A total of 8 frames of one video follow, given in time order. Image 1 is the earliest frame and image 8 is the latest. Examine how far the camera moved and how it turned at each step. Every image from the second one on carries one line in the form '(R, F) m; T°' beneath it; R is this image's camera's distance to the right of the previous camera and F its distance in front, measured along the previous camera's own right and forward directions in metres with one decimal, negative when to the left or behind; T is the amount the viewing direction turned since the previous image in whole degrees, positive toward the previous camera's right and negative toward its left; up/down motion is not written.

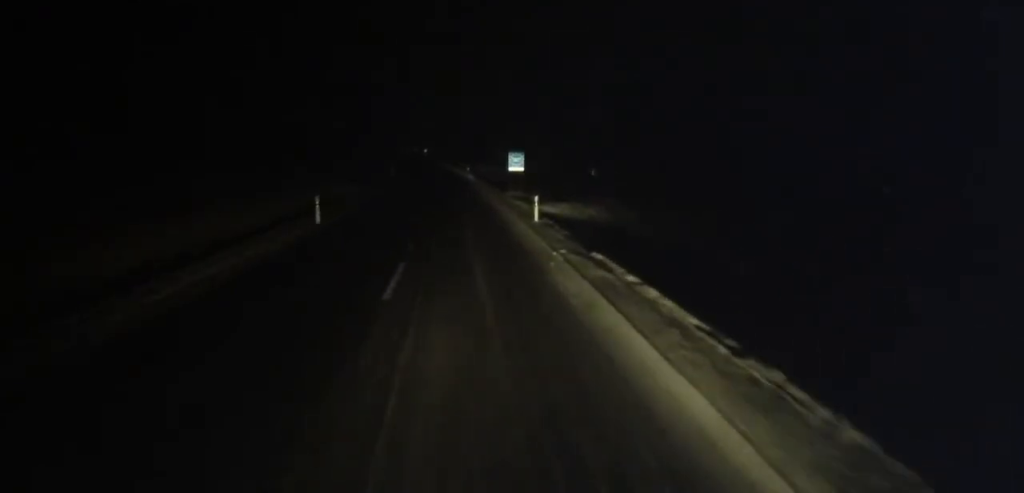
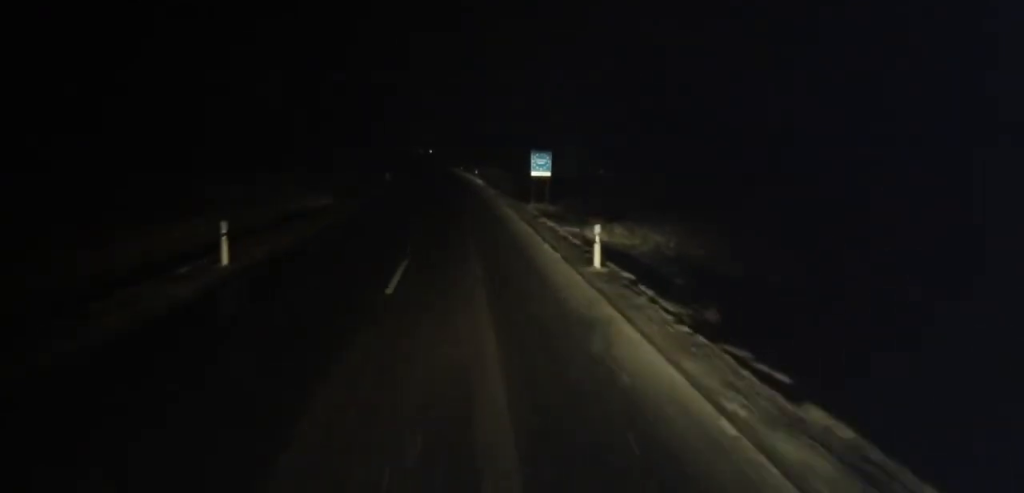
(-0.1, +11.6) m; -1°
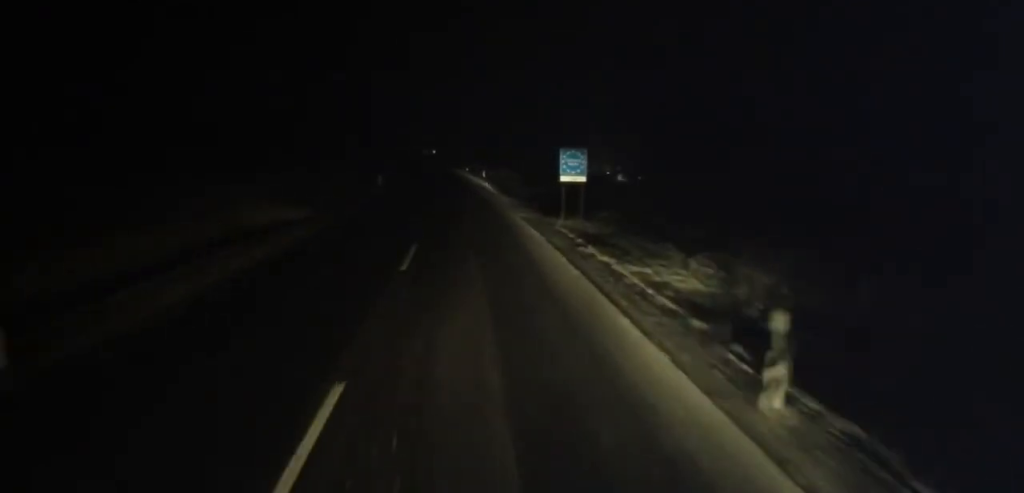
(-0.2, +9.3) m; 0°
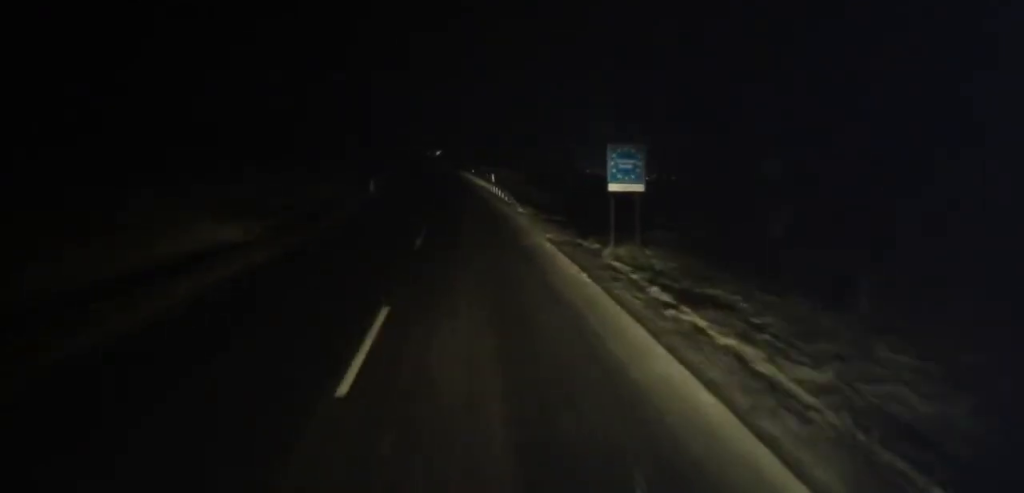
(-0.2, +8.1) m; 0°
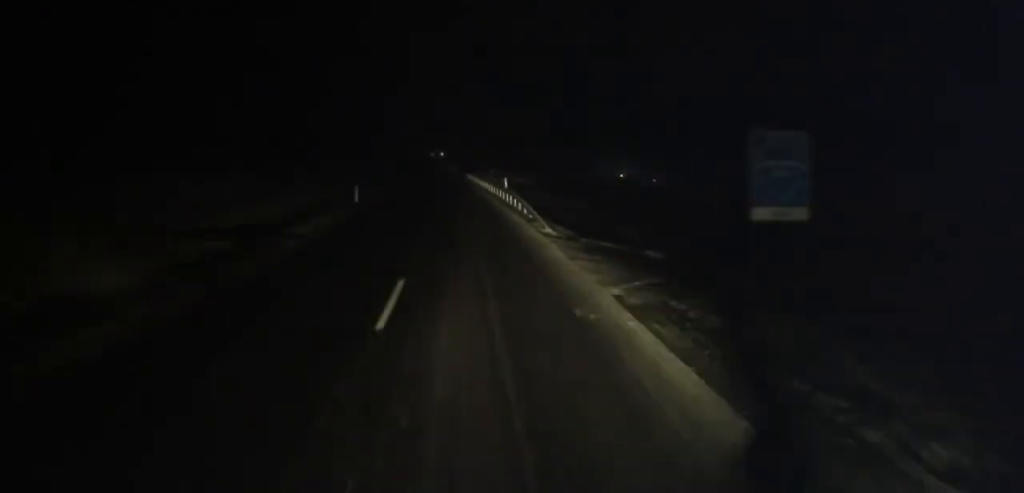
(+0.2, +9.2) m; -1°
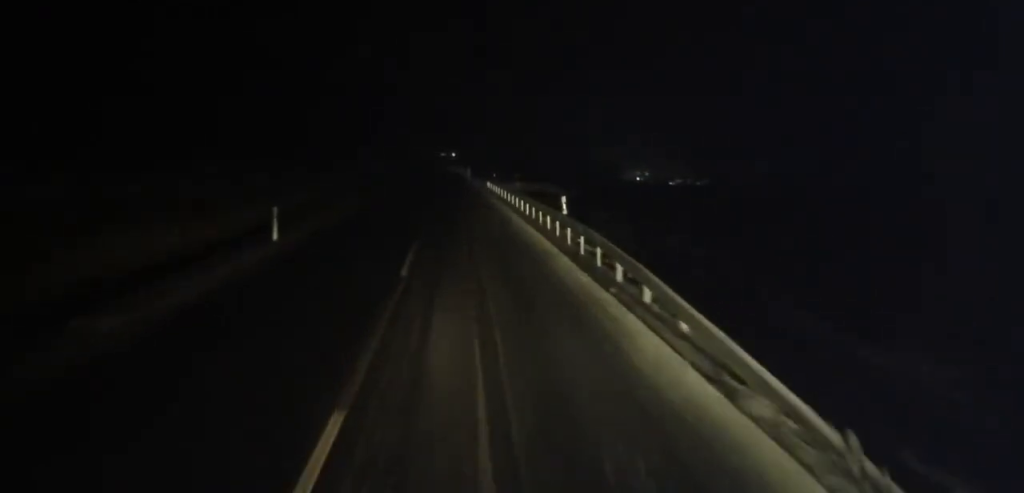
(-0.3, +19.5) m; -2°
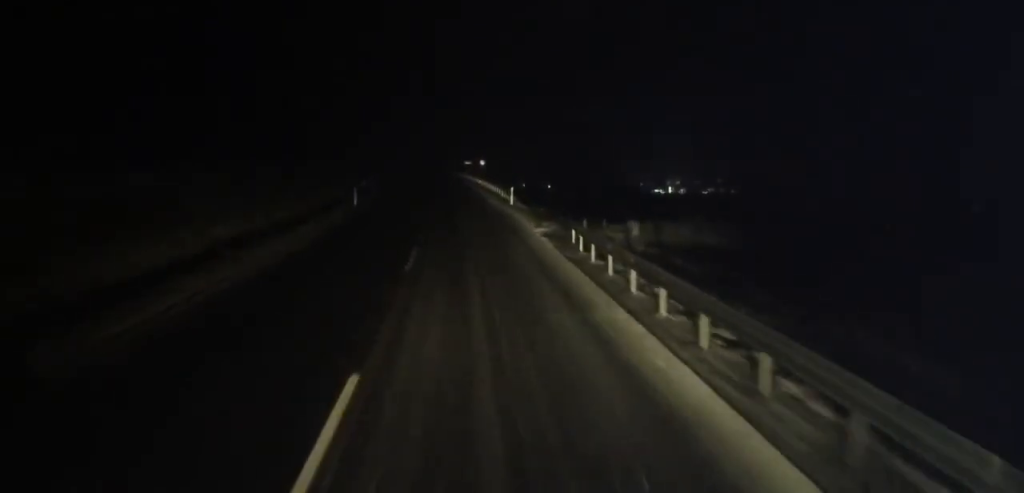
(-0.6, +35.2) m; -1°
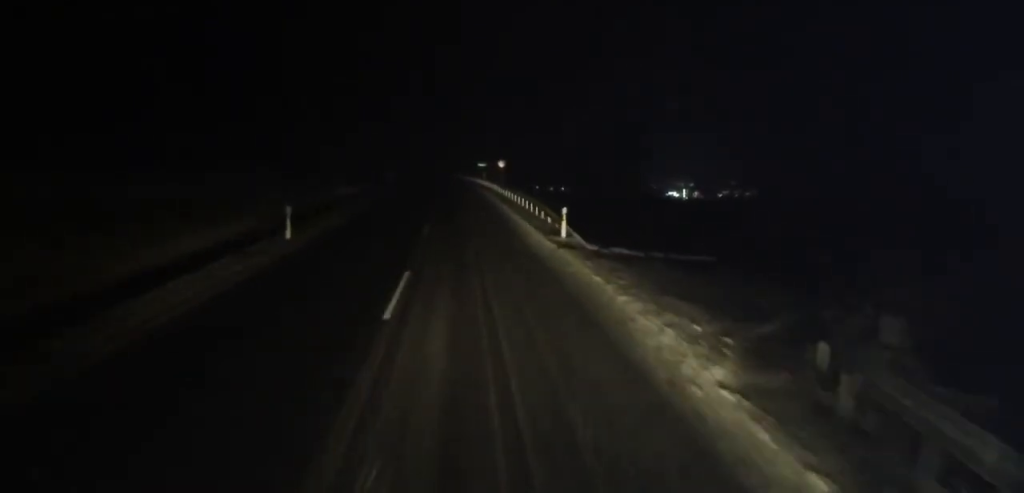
(-0.1, +16.5) m; -2°
